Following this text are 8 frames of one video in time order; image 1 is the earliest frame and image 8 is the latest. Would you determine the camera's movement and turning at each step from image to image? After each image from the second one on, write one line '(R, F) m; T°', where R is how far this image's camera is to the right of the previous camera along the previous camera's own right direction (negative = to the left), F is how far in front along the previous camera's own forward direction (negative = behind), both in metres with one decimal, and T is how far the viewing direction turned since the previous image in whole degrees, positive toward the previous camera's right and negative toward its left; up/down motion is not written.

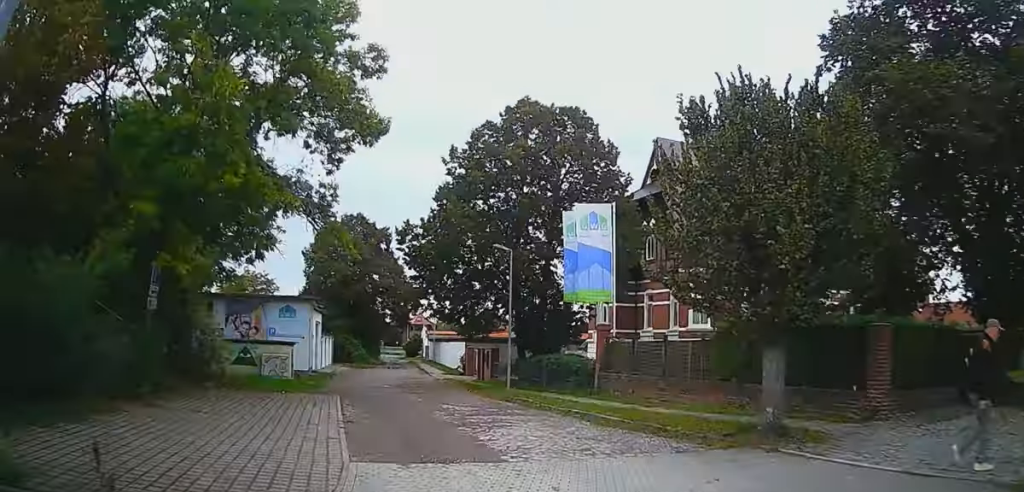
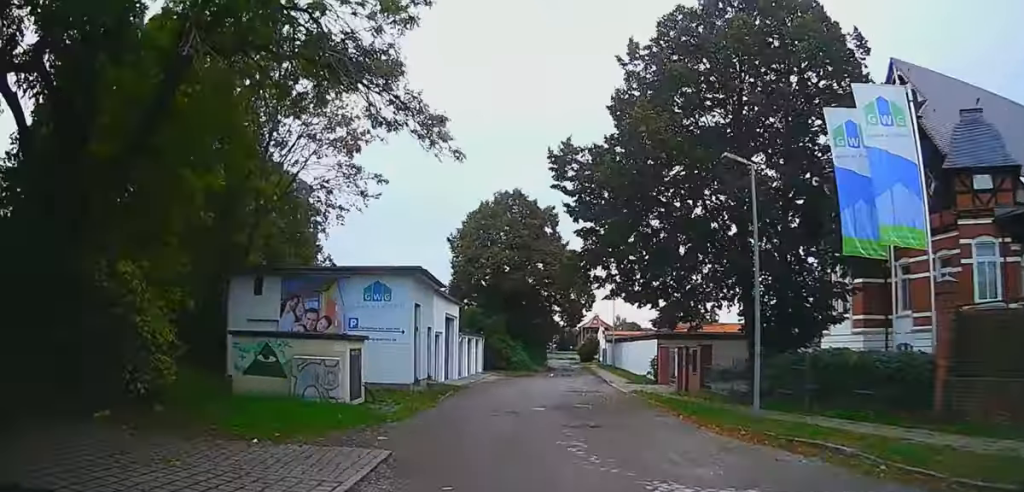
(-0.1, +13.2) m; -3°
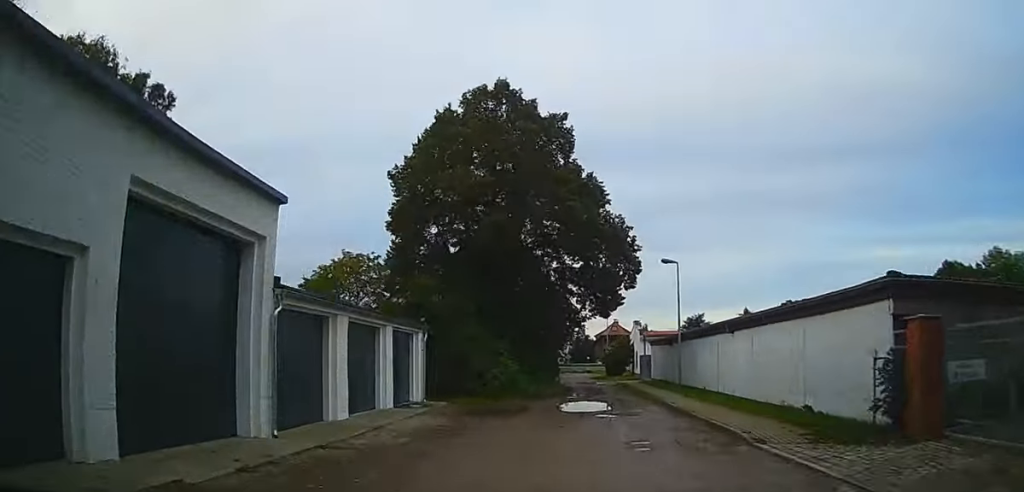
(-0.2, +22.4) m; +3°
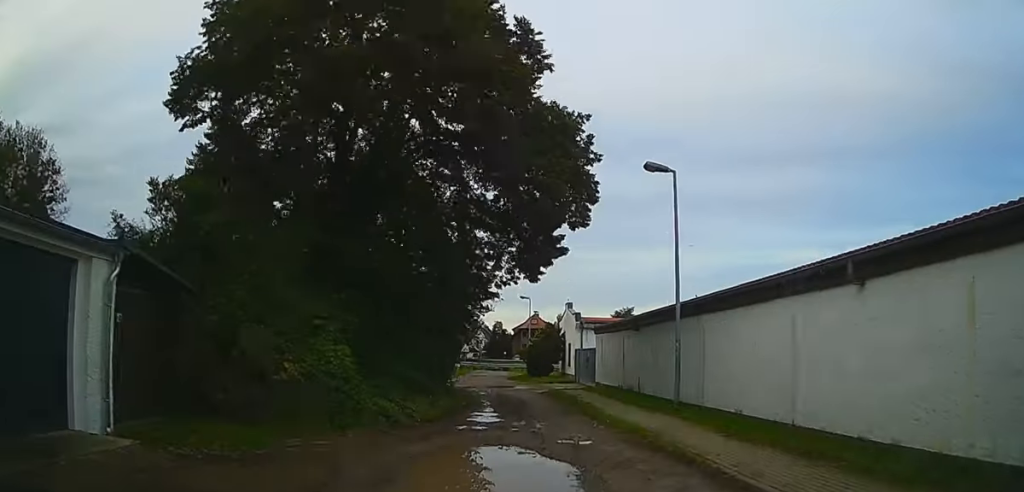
(+0.3, +12.6) m; 0°
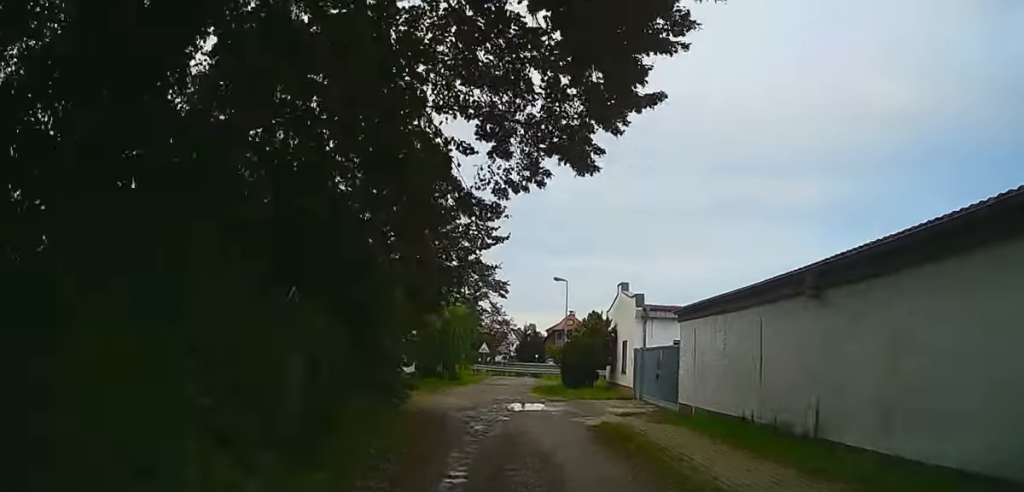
(-0.2, +11.6) m; -3°
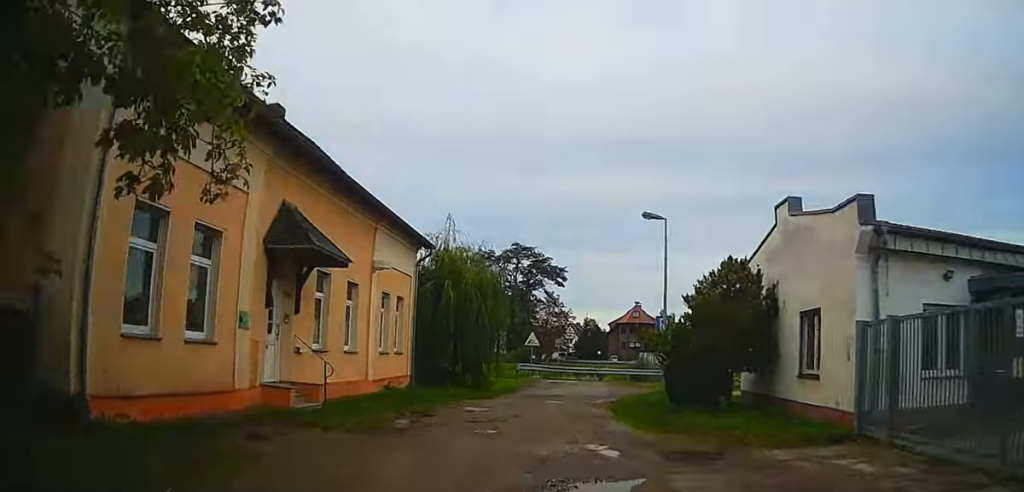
(-0.7, +14.3) m; -3°
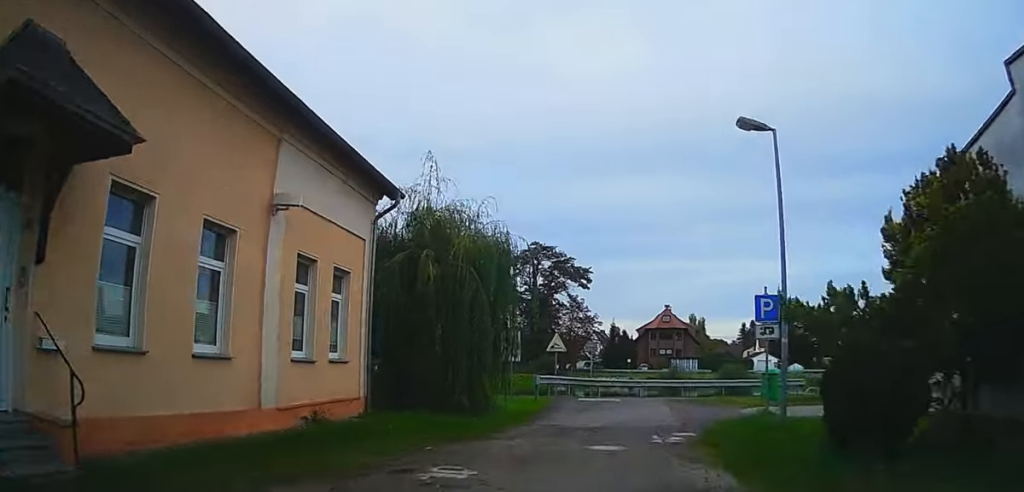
(0.0, +8.2) m; +2°
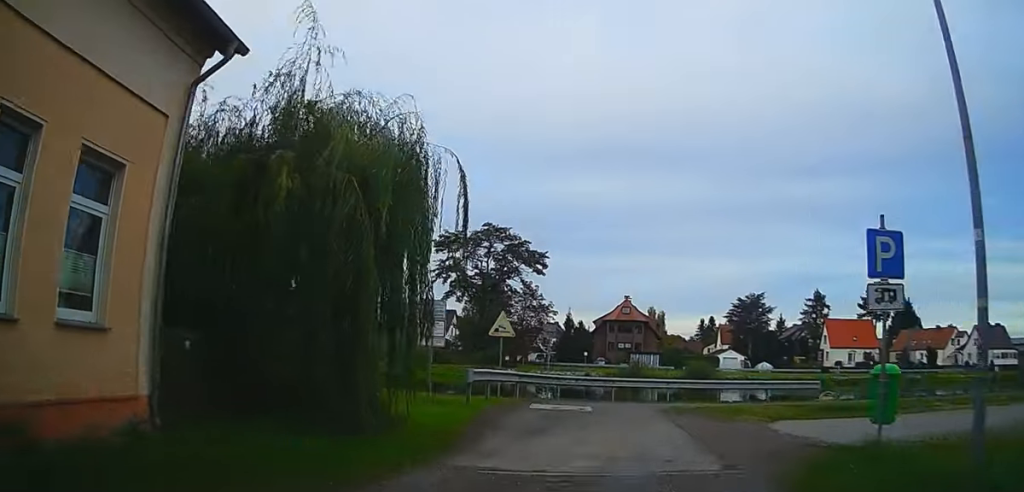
(-0.2, +6.2) m; +8°
